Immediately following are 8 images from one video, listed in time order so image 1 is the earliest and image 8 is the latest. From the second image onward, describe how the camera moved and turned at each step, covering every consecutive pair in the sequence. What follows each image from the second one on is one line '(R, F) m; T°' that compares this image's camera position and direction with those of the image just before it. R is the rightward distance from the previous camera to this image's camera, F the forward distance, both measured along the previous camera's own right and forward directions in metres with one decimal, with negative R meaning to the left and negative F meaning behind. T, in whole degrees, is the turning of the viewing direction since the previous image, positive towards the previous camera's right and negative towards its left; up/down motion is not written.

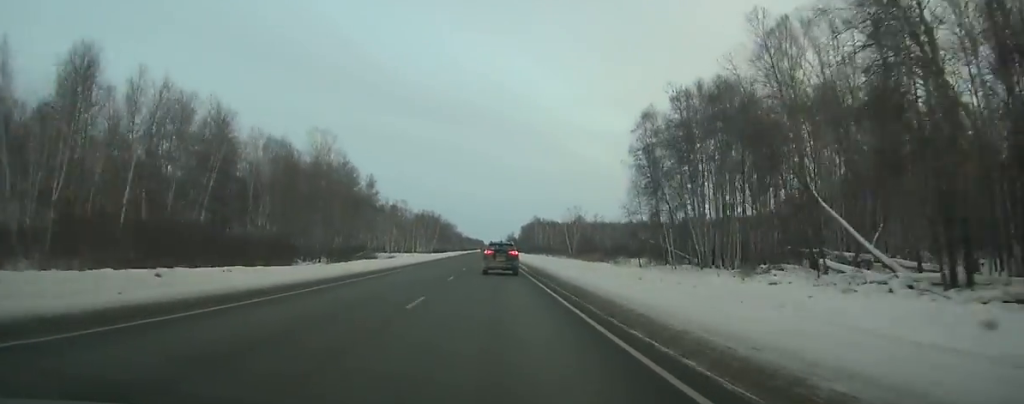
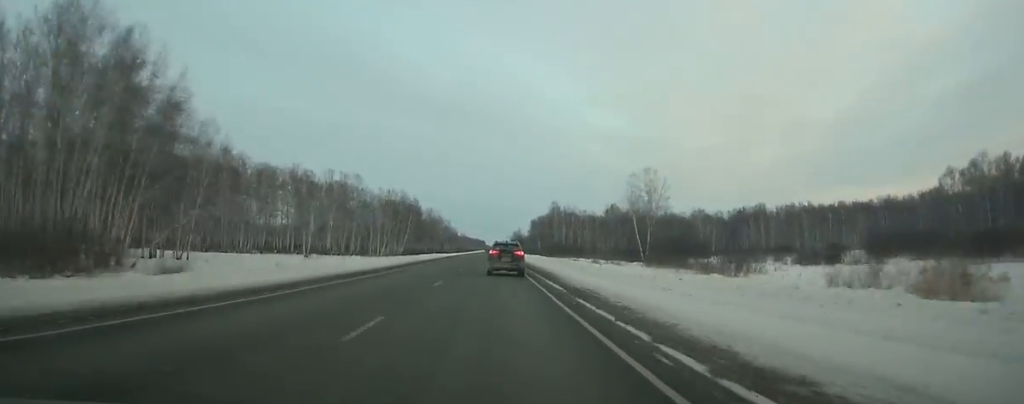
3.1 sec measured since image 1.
(-0.1, +87.7) m; 0°
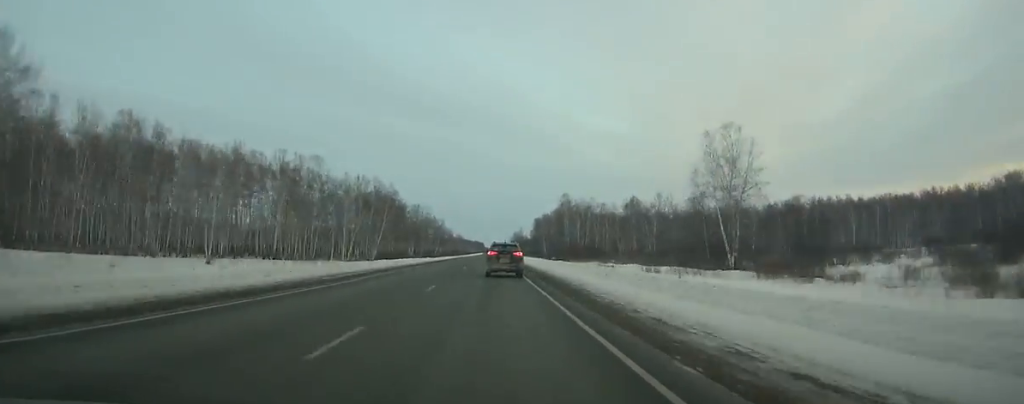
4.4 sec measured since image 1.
(+0.1, +36.9) m; 0°
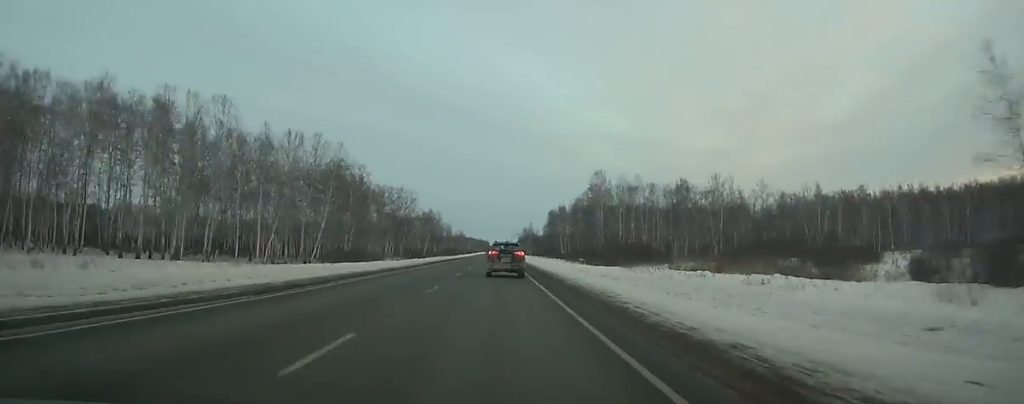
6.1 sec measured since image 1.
(-0.1, +48.4) m; 0°
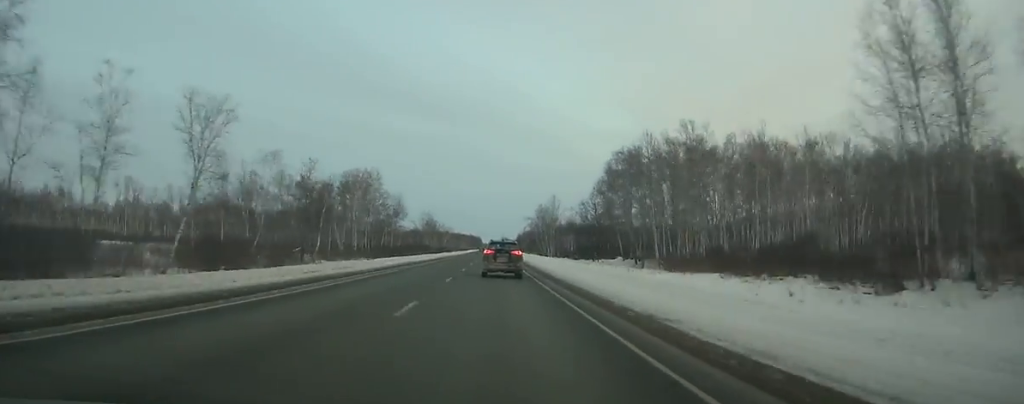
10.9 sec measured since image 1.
(+0.2, +136.8) m; 0°
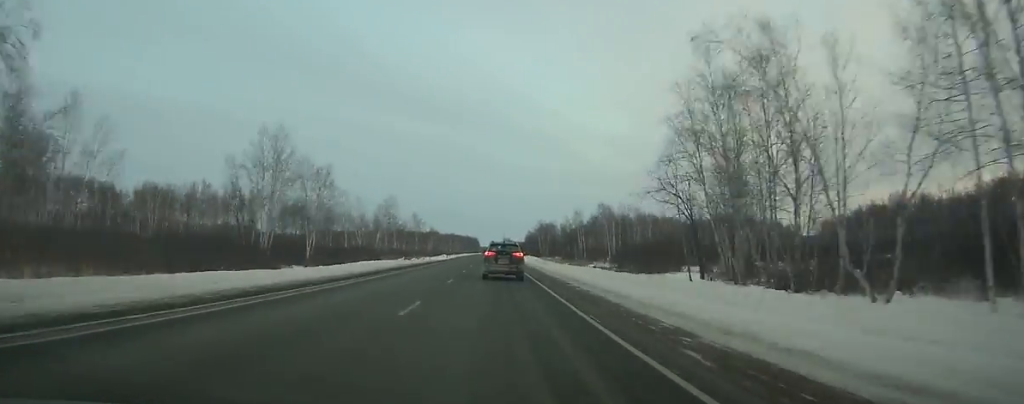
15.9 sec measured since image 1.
(+0.2, +141.9) m; 0°
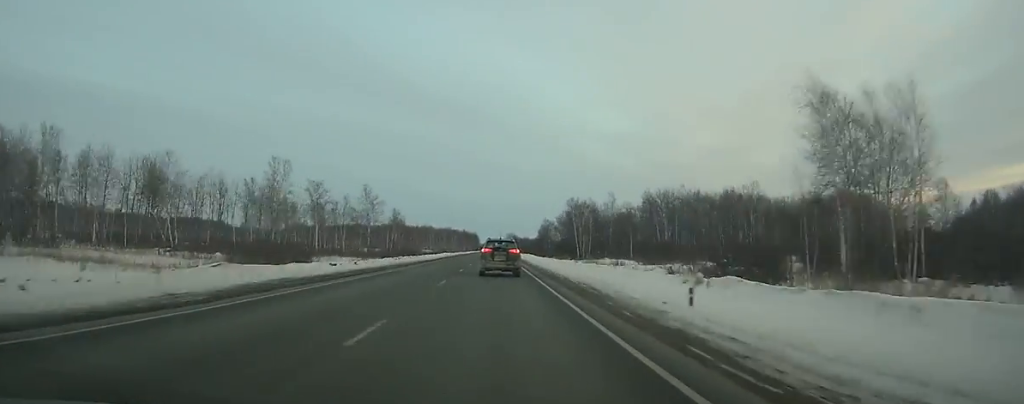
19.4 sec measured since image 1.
(0.0, +99.0) m; 0°
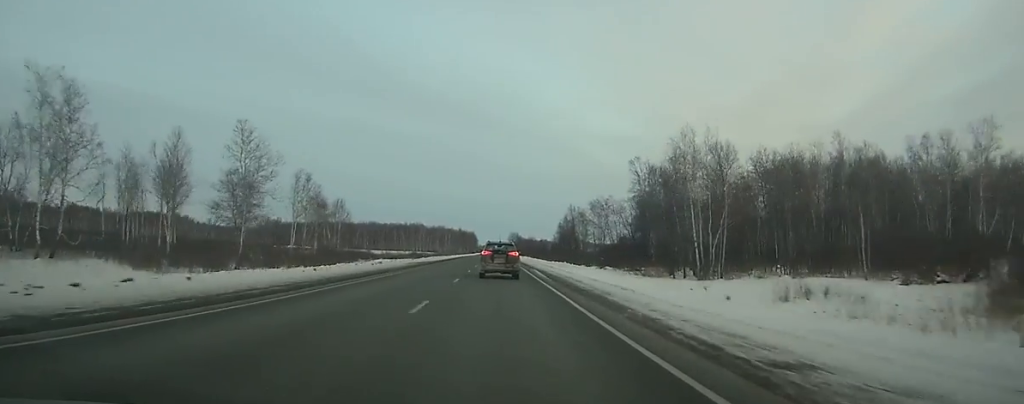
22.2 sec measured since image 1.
(0.0, +79.1) m; 0°
